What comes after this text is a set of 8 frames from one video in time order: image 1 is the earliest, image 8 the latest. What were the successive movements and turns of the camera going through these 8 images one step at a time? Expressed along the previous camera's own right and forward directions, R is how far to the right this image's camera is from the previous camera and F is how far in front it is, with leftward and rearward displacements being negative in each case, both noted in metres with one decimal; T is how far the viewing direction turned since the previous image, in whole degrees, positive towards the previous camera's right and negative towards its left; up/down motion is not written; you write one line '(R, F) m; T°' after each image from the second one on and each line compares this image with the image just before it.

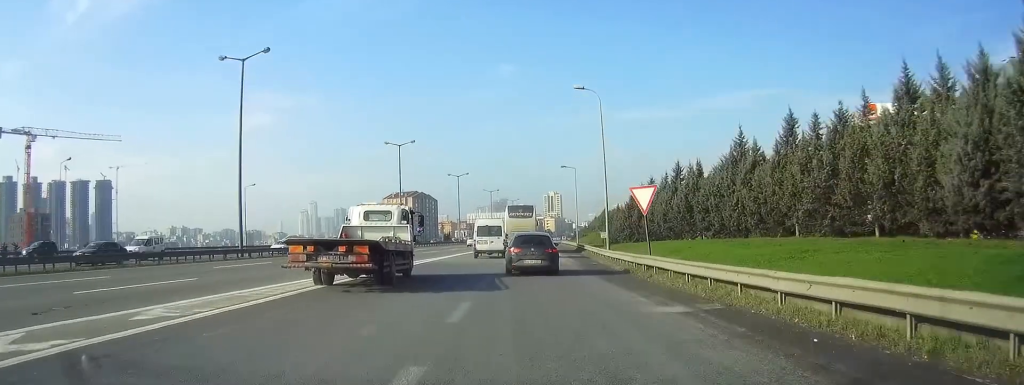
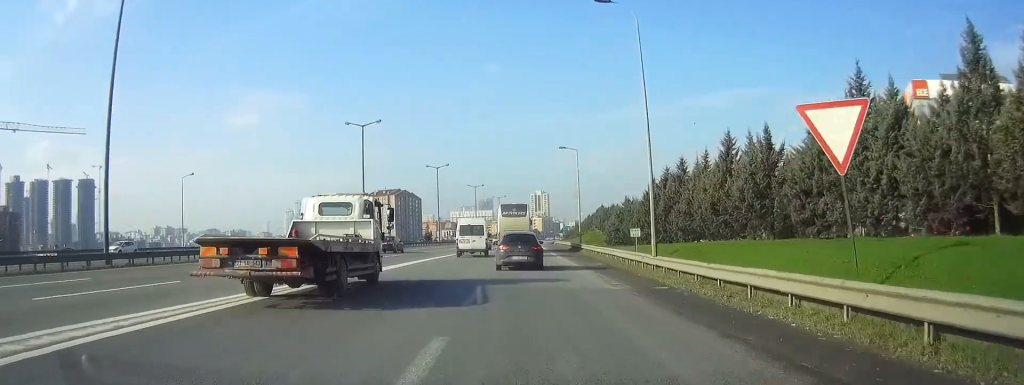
(+0.1, +17.6) m; +1°
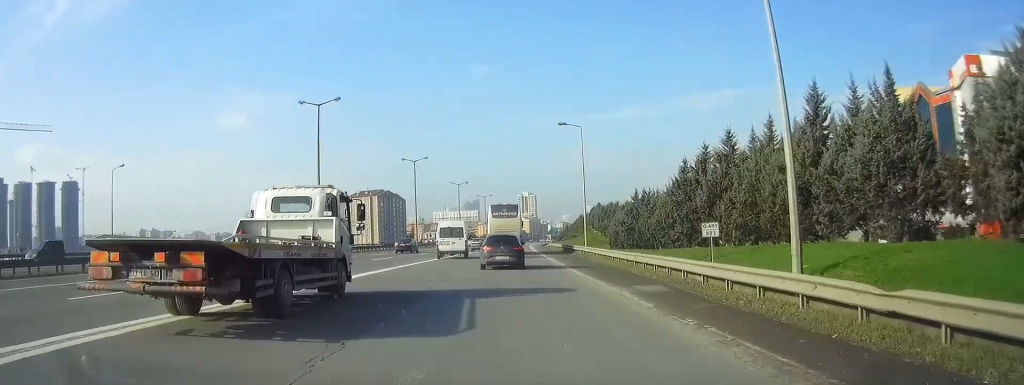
(0.0, +15.0) m; +1°
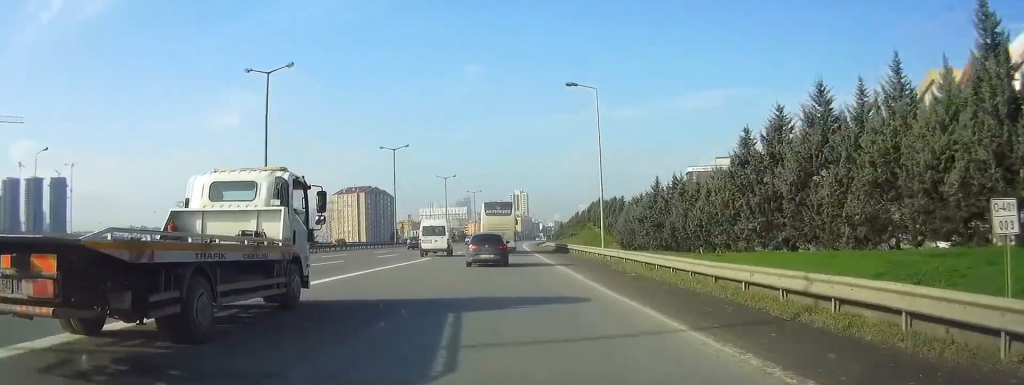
(+0.2, +13.7) m; +1°
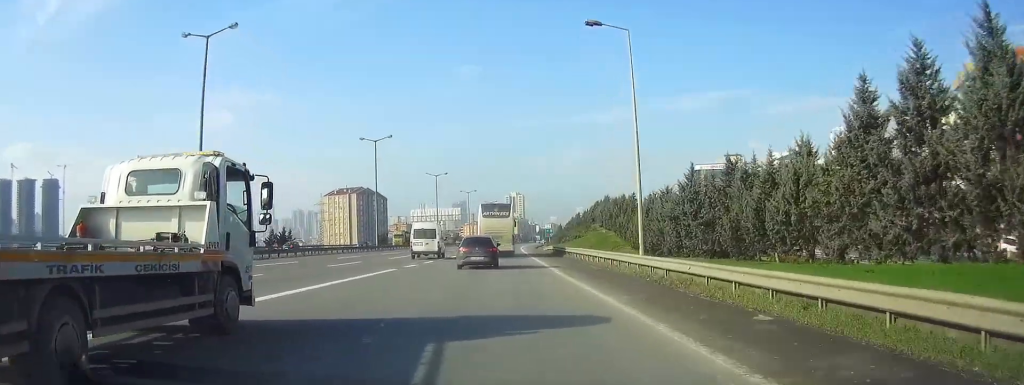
(0.0, +12.3) m; 0°
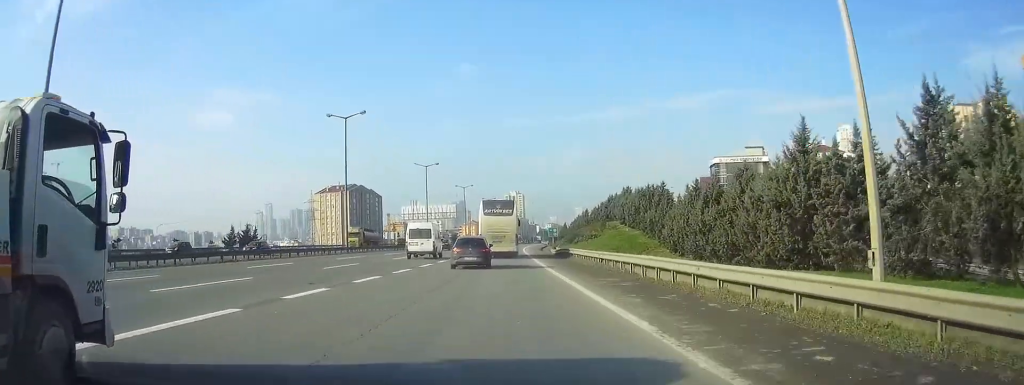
(0.0, +18.0) m; 0°
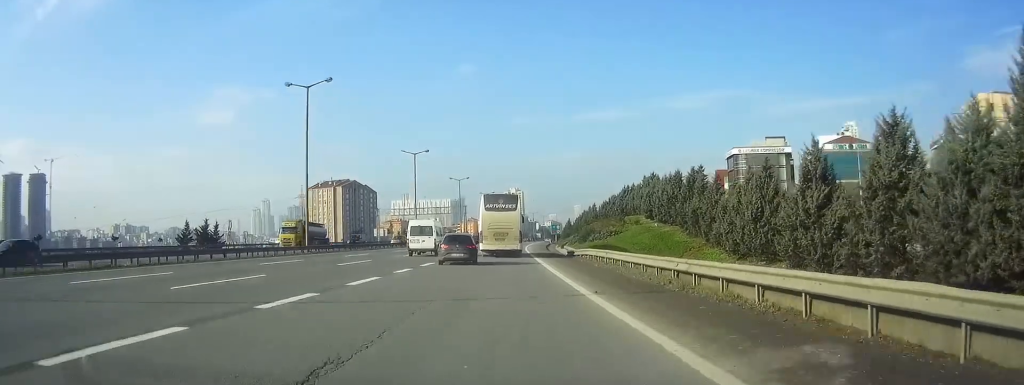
(+0.1, +15.2) m; 0°
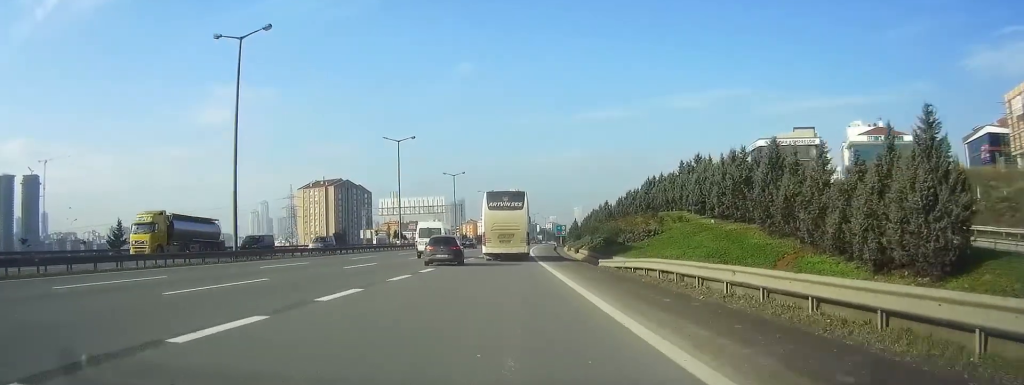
(0.0, +17.1) m; 0°
